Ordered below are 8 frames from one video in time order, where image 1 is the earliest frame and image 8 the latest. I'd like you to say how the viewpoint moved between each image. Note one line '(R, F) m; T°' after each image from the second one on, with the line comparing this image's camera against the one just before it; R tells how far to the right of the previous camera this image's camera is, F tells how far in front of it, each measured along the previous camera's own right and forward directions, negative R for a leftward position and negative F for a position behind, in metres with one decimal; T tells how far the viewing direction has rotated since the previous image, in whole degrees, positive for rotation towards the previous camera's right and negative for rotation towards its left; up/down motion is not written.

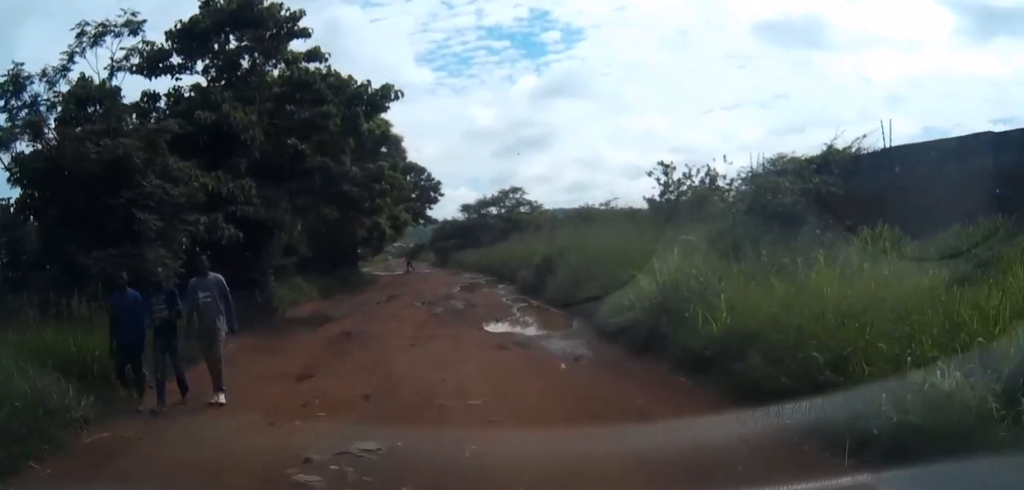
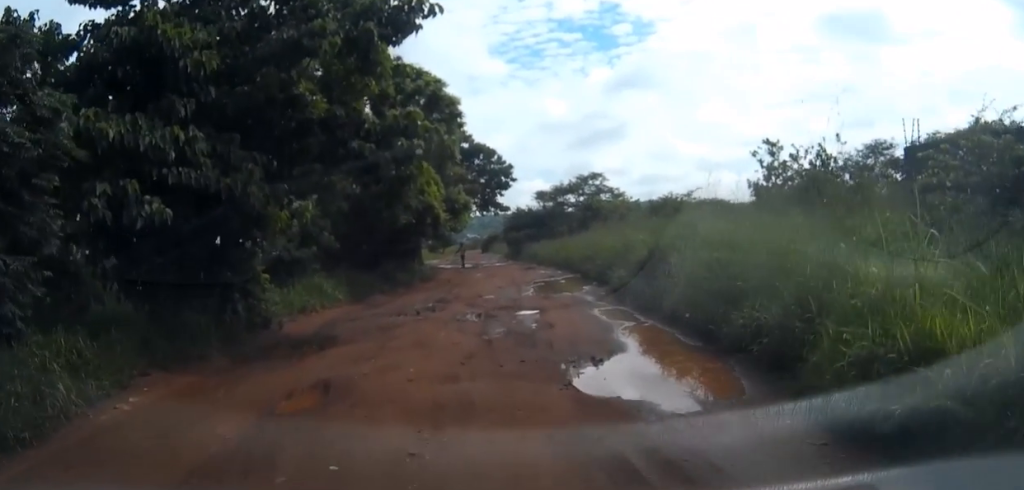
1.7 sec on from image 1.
(+0.1, +7.0) m; -1°
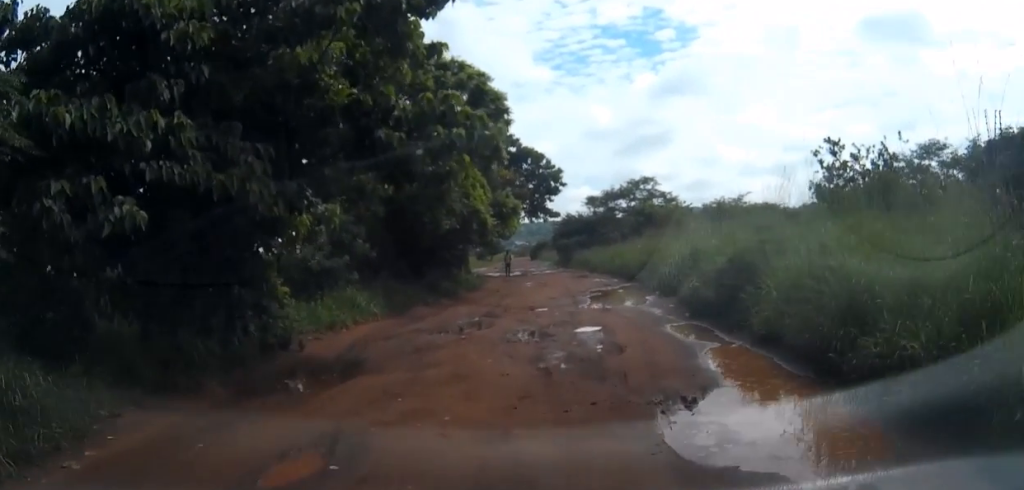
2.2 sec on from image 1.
(-0.1, +2.3) m; -1°
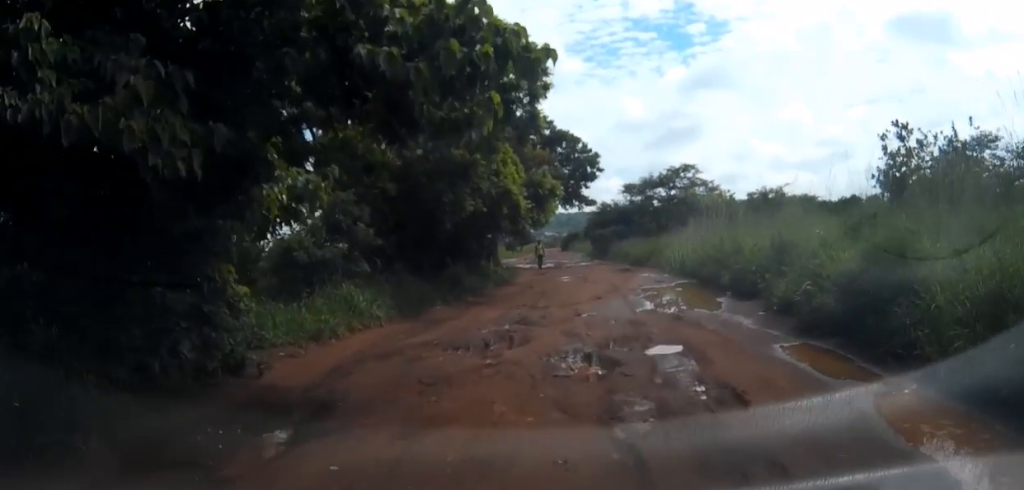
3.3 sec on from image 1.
(0.0, +4.3) m; -3°
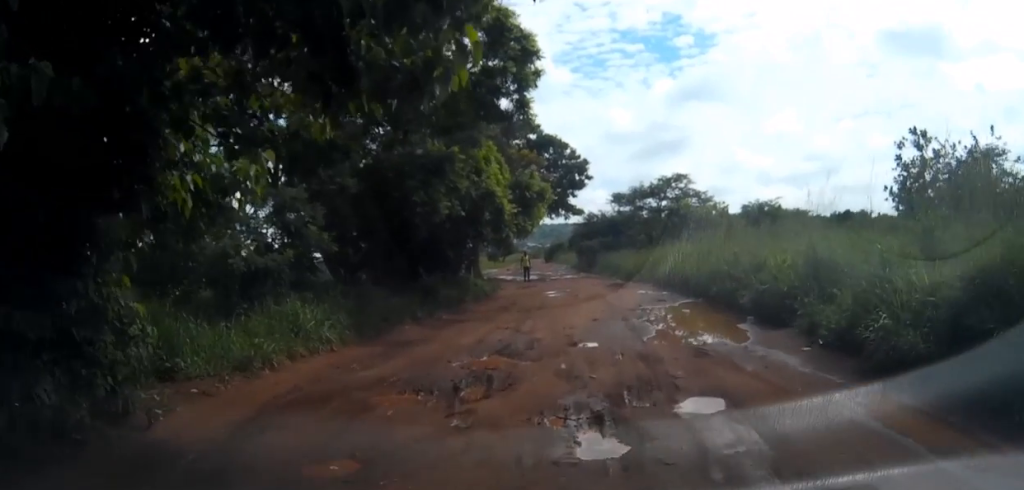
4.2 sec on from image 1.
(-0.1, +2.9) m; -1°
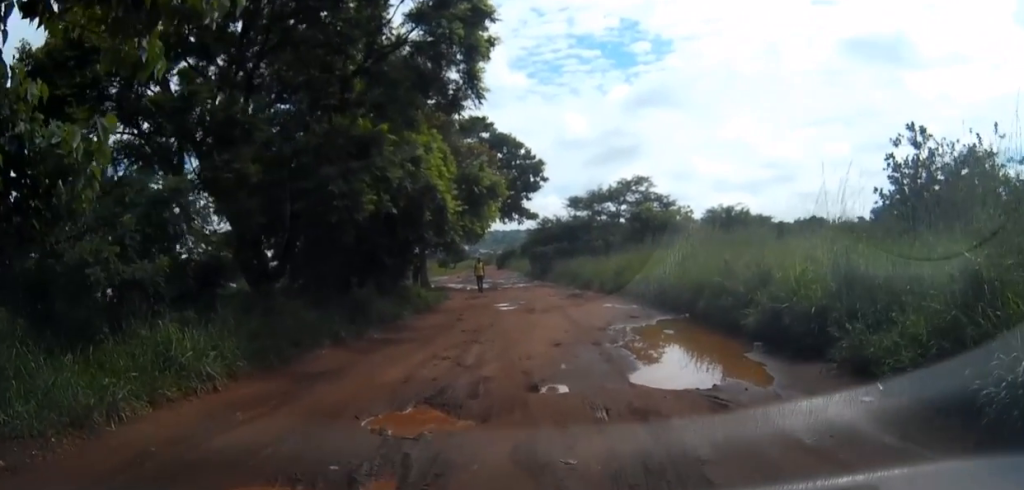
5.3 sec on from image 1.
(+0.1, +3.4) m; +5°
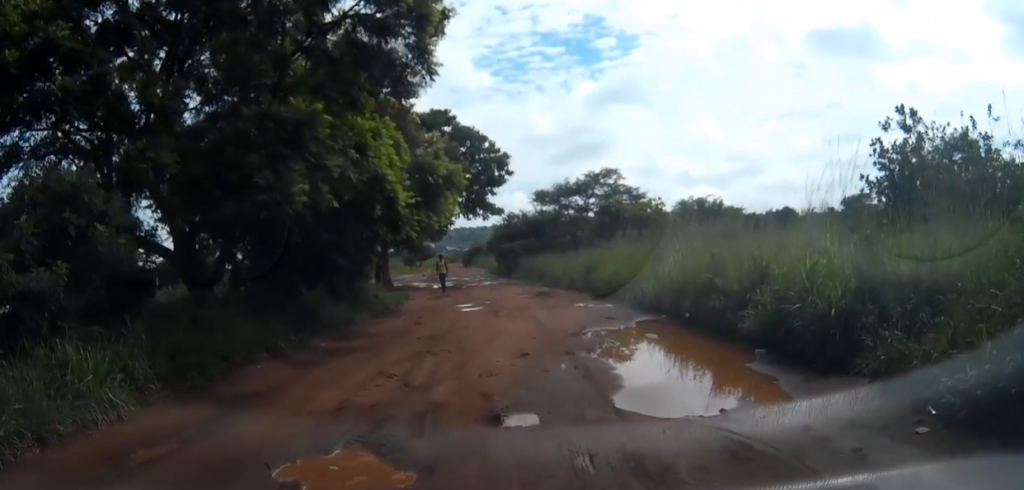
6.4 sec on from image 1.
(+0.1, +2.1) m; +5°
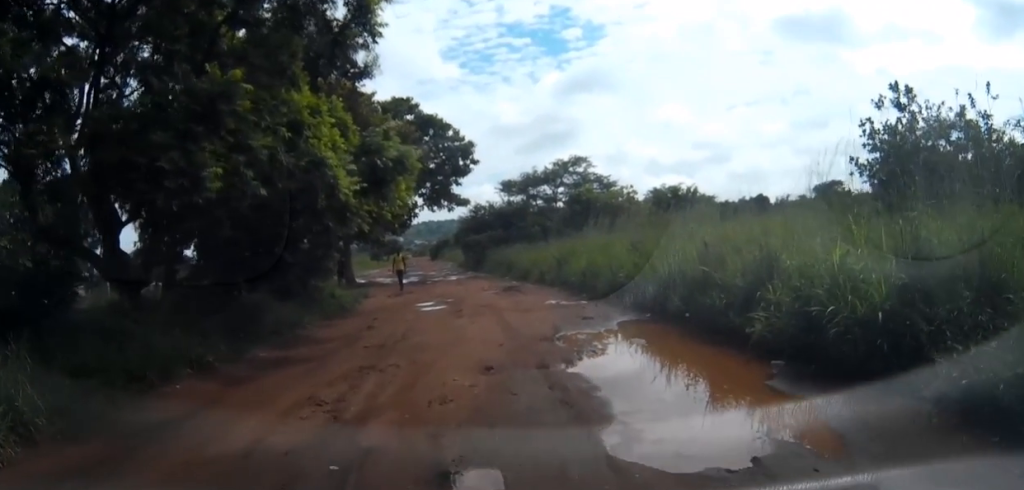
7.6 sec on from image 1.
(0.0, +2.0) m; +1°
